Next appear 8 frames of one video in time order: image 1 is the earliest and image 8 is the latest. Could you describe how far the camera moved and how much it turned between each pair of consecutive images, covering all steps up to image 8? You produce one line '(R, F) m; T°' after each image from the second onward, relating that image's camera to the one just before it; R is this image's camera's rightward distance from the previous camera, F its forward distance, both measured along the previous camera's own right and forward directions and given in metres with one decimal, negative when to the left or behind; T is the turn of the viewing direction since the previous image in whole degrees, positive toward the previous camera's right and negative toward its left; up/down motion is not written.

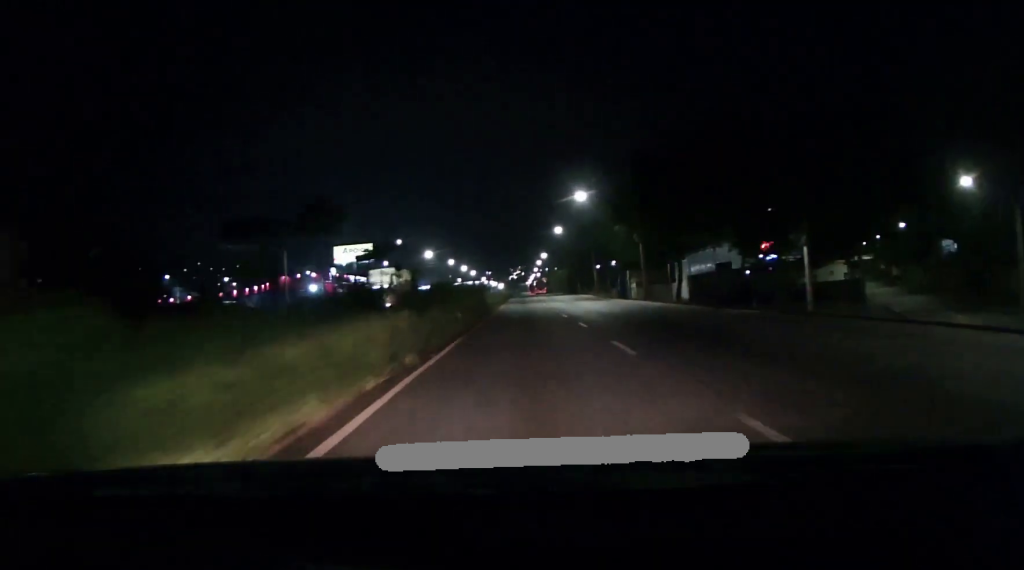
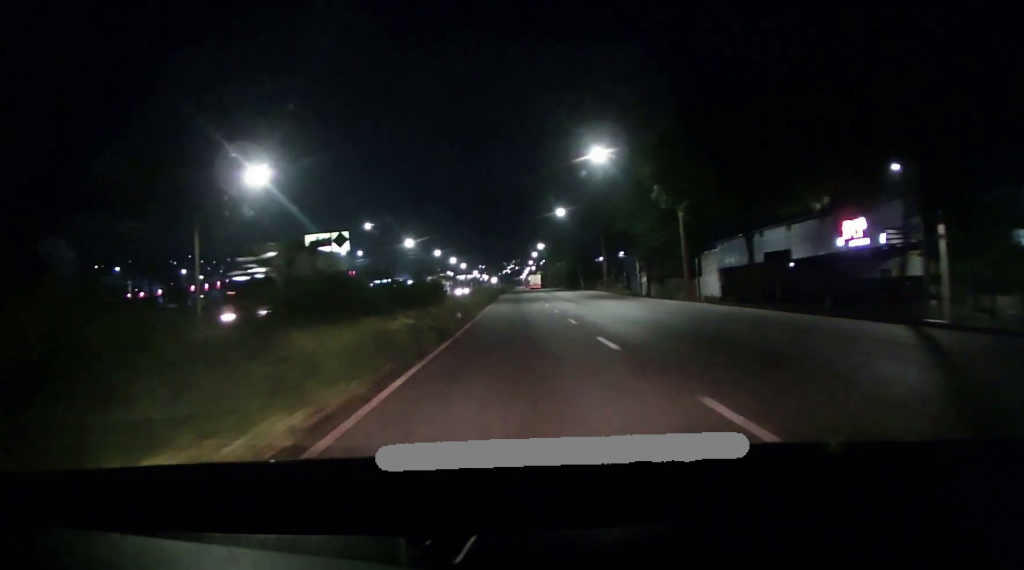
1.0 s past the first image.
(0.0, +16.3) m; +1°
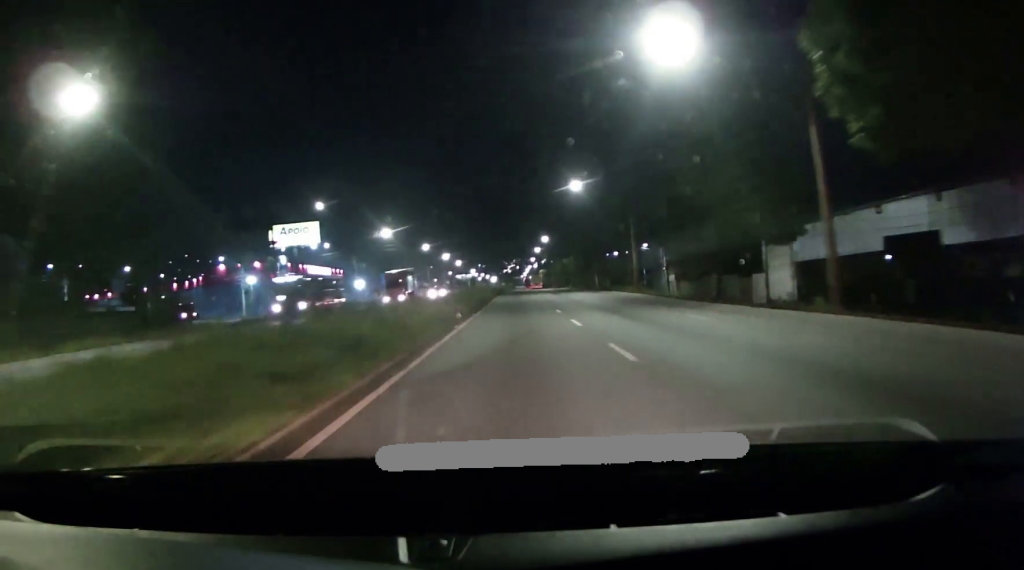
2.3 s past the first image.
(+0.5, +19.8) m; +1°
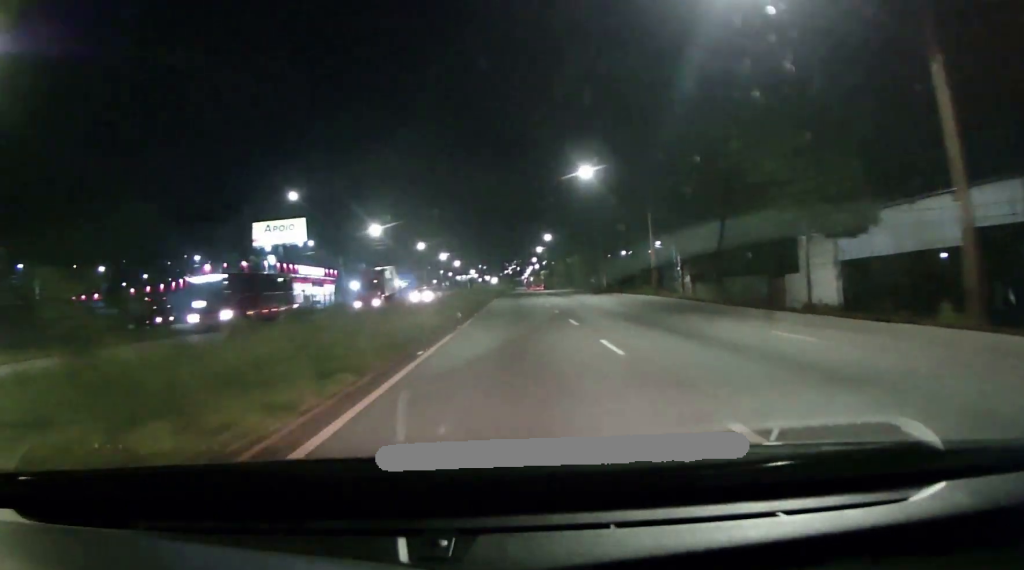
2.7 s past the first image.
(+0.1, +7.5) m; 0°
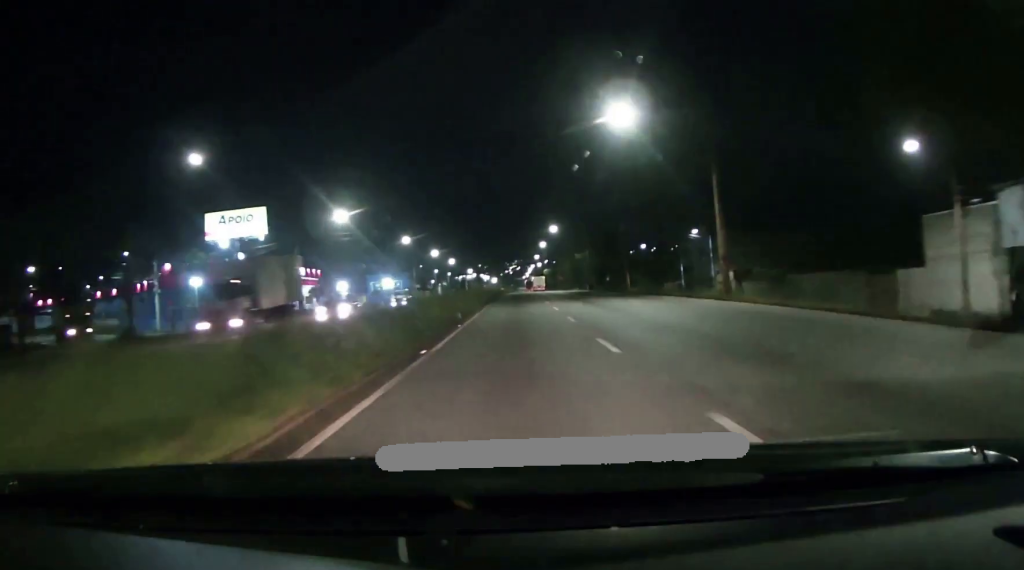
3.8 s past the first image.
(-0.5, +16.8) m; -1°
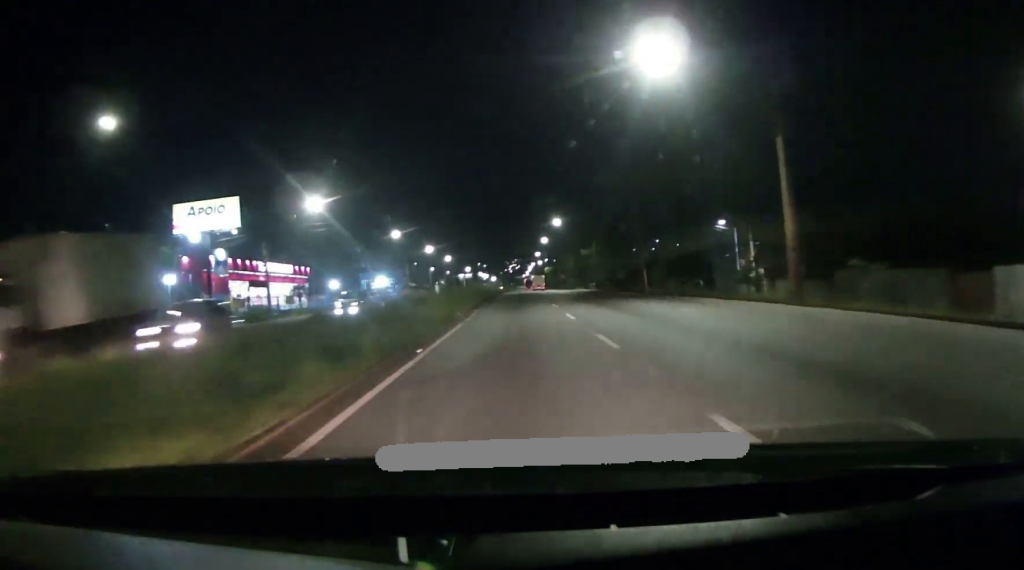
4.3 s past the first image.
(-0.1, +8.7) m; +1°
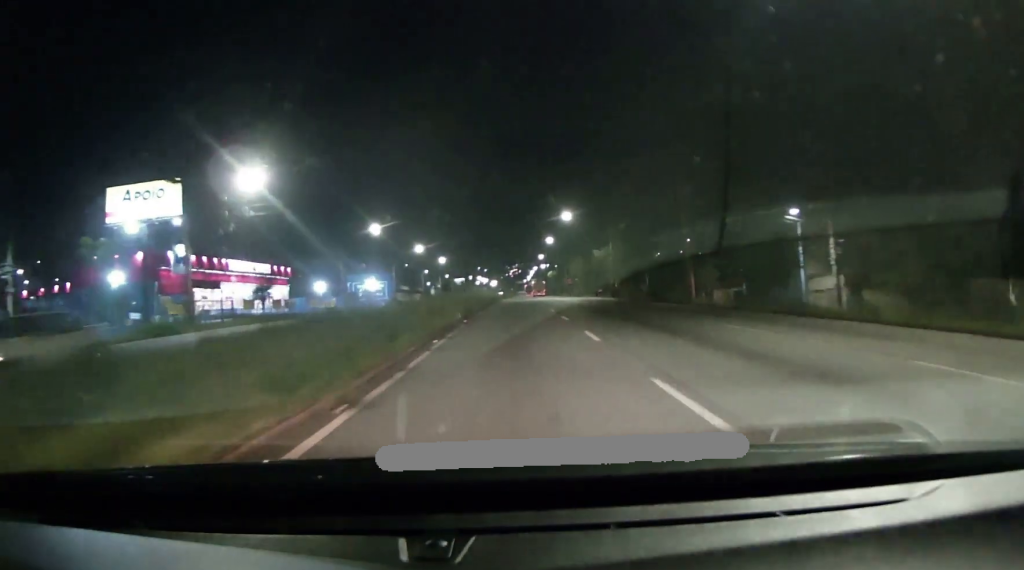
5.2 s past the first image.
(+0.3, +14.9) m; +1°
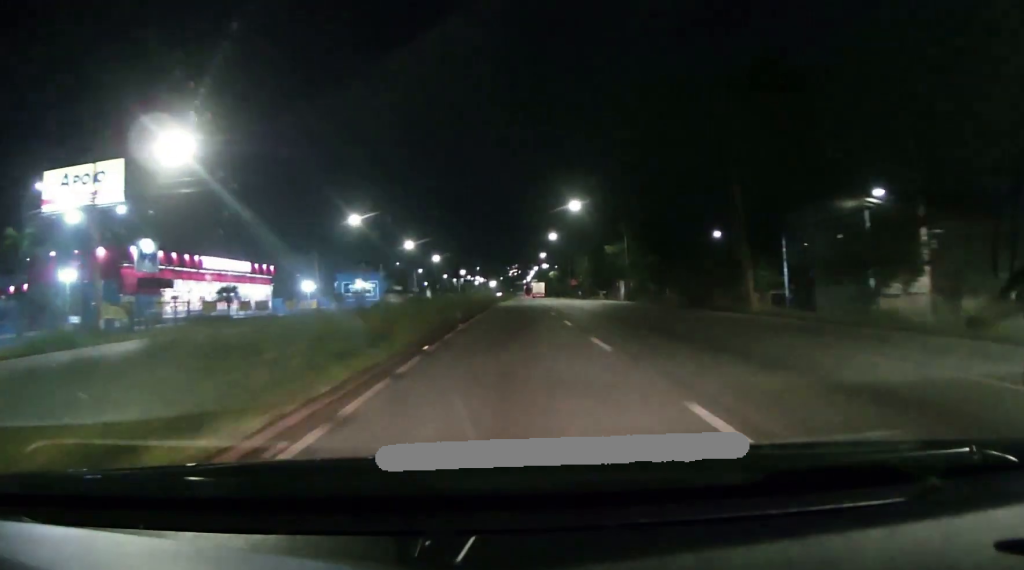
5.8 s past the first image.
(+0.1, +10.5) m; 0°
